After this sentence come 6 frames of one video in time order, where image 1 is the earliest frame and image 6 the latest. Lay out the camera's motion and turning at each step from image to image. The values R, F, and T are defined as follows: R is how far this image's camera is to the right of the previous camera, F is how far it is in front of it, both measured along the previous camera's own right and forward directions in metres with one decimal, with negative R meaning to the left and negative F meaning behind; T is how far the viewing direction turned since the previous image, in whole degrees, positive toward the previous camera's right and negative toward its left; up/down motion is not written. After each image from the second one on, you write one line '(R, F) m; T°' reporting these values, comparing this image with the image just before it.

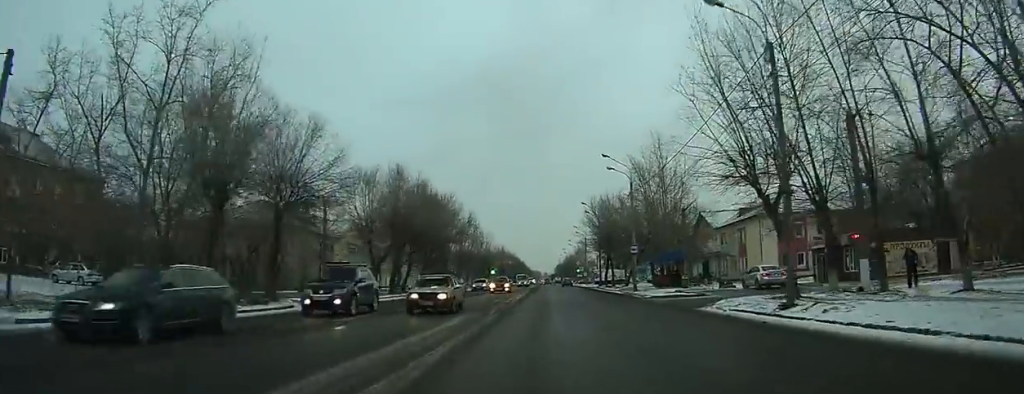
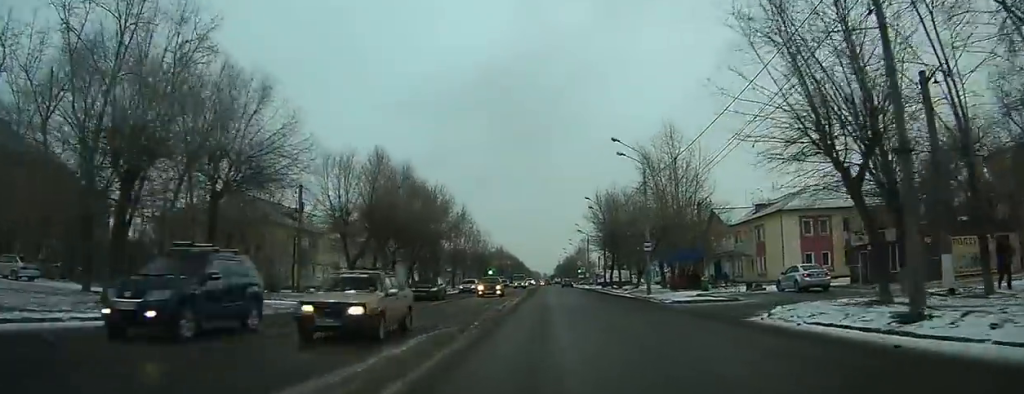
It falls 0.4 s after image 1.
(0.0, +5.9) m; 0°
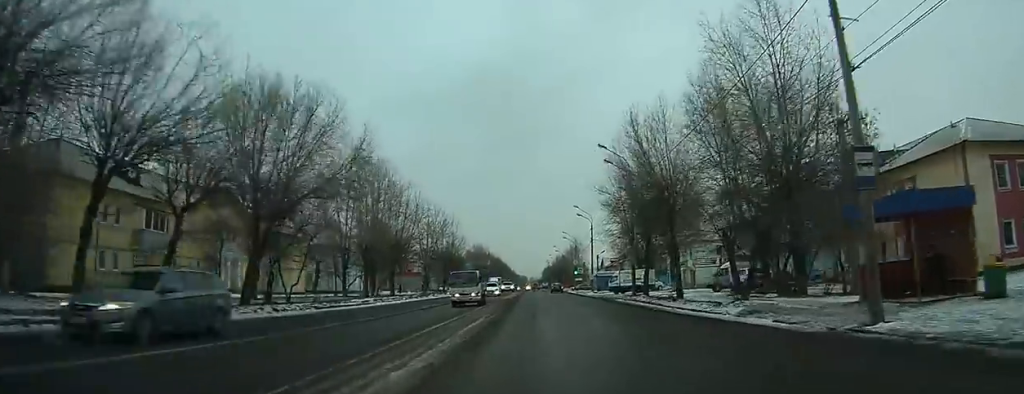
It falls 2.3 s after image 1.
(+0.1, +28.6) m; 0°
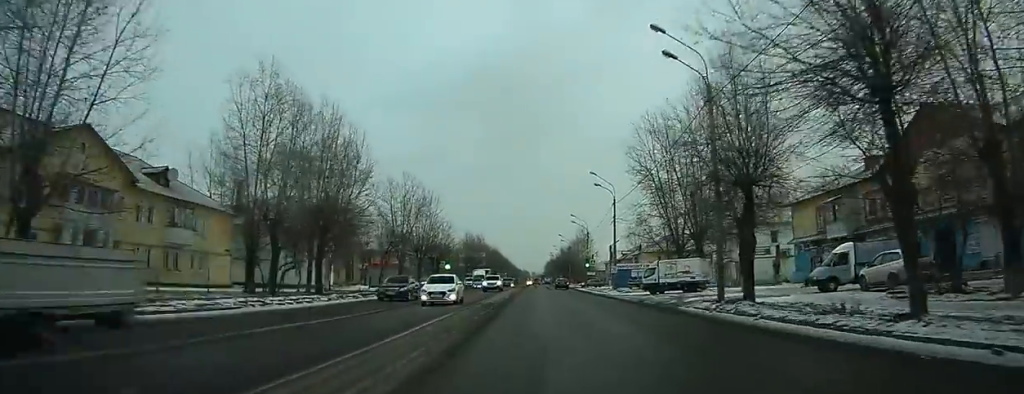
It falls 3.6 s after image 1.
(-0.1, +19.3) m; +1°
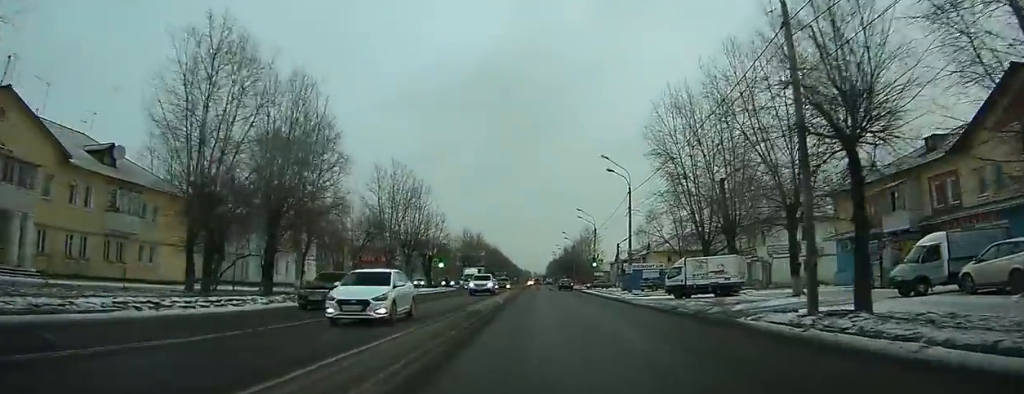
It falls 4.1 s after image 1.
(0.0, +7.4) m; 0°
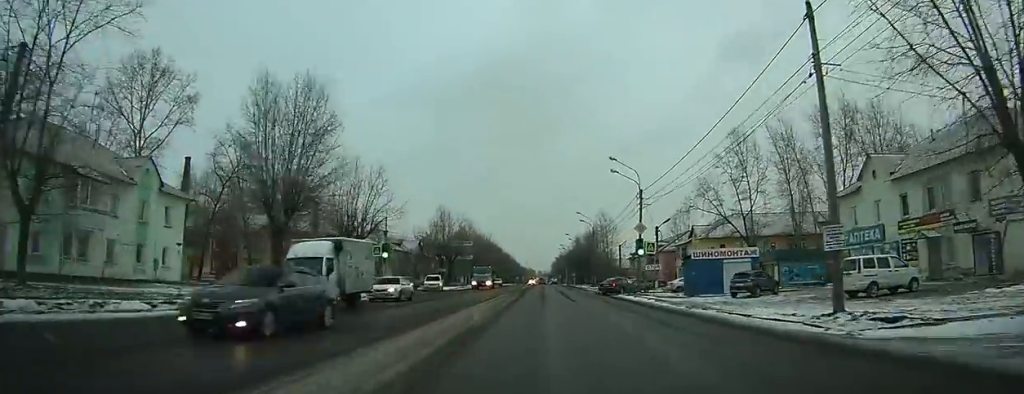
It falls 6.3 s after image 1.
(-0.2, +32.6) m; -1°
